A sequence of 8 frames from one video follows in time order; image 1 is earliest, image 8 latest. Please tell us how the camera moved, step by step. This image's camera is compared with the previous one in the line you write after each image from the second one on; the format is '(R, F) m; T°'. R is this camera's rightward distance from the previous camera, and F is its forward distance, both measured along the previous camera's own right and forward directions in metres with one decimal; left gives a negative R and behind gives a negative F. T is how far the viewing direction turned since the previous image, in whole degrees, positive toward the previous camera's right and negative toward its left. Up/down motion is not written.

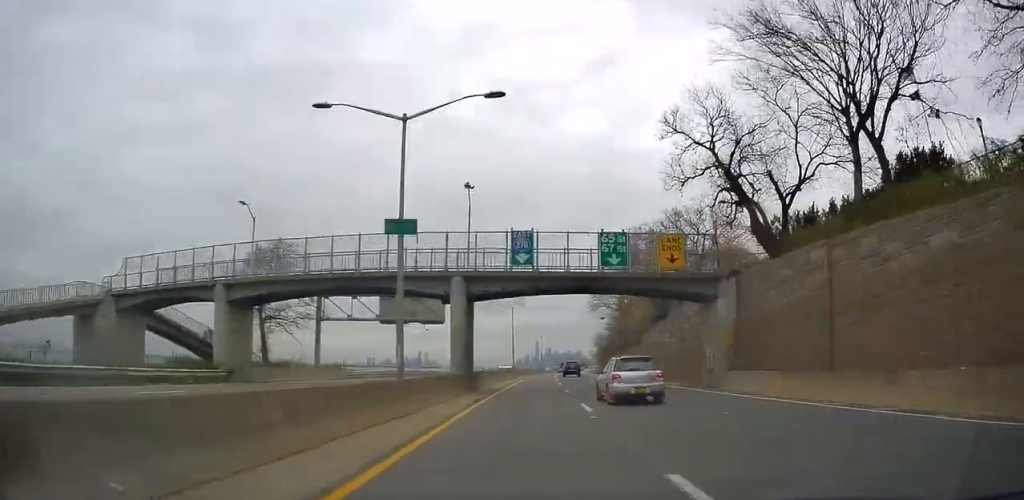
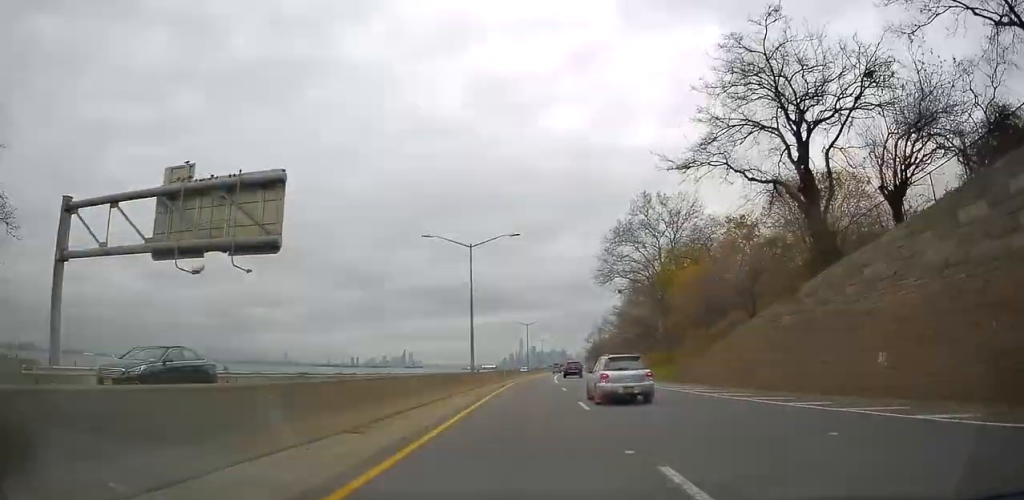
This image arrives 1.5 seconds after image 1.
(+0.4, +36.6) m; +2°
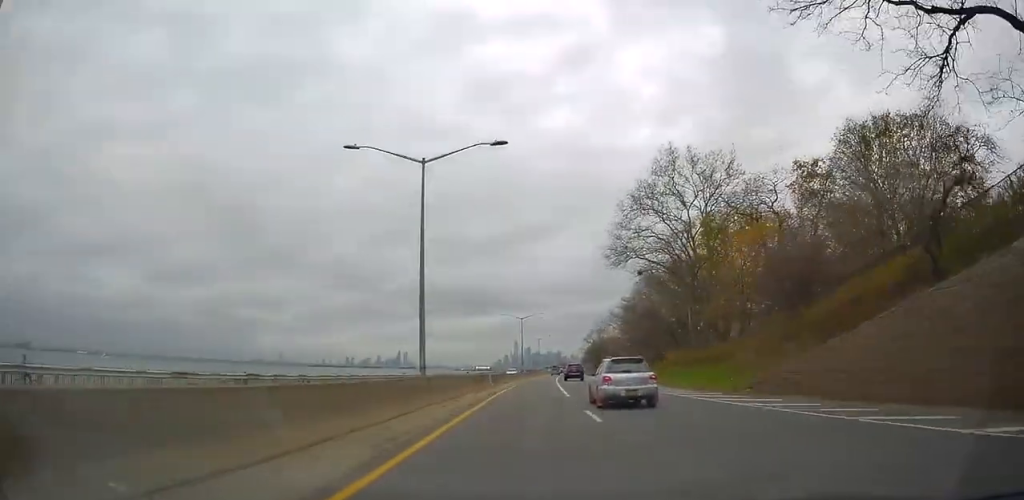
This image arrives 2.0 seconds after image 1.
(+0.2, +15.1) m; +1°
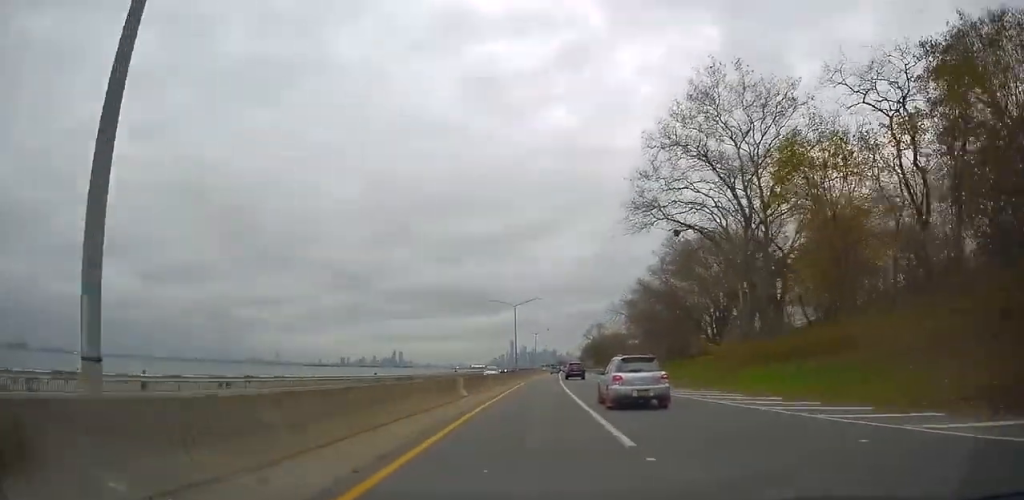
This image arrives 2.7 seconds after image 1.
(+0.1, +15.6) m; +1°
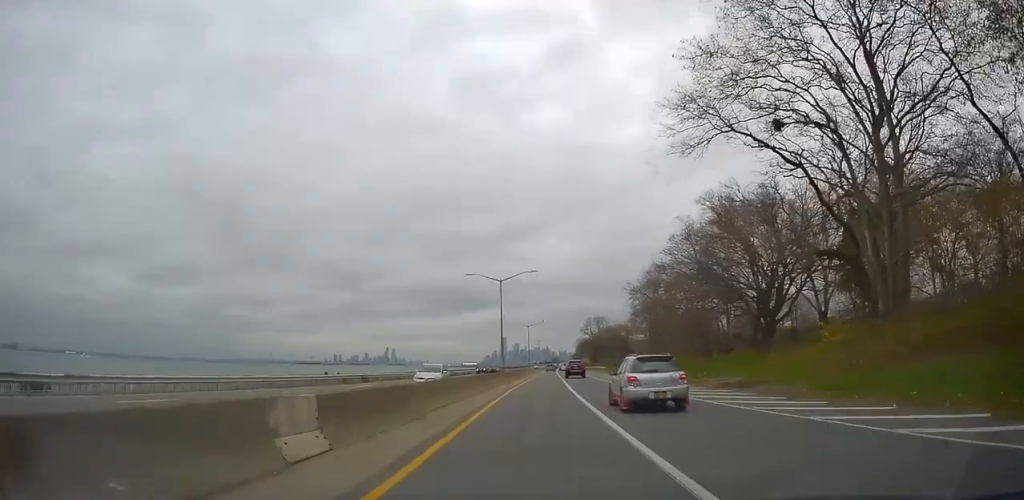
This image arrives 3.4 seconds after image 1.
(-0.1, +18.1) m; +1°
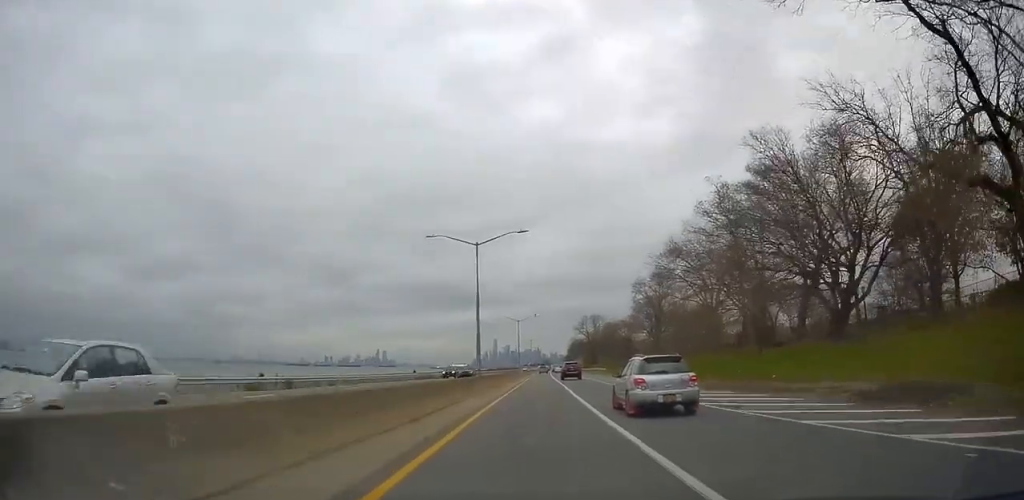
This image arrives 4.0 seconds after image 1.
(+0.5, +14.8) m; +1°
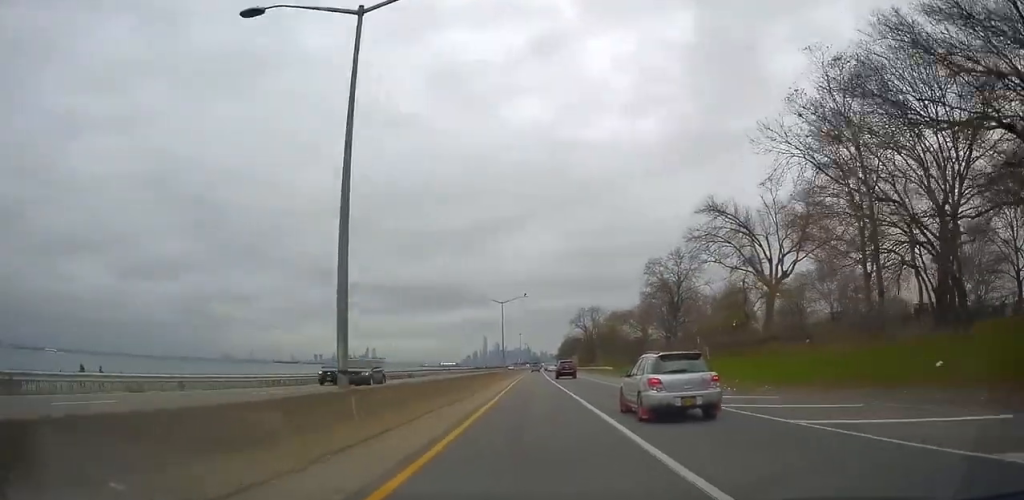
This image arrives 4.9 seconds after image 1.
(0.0, +23.3) m; 0°
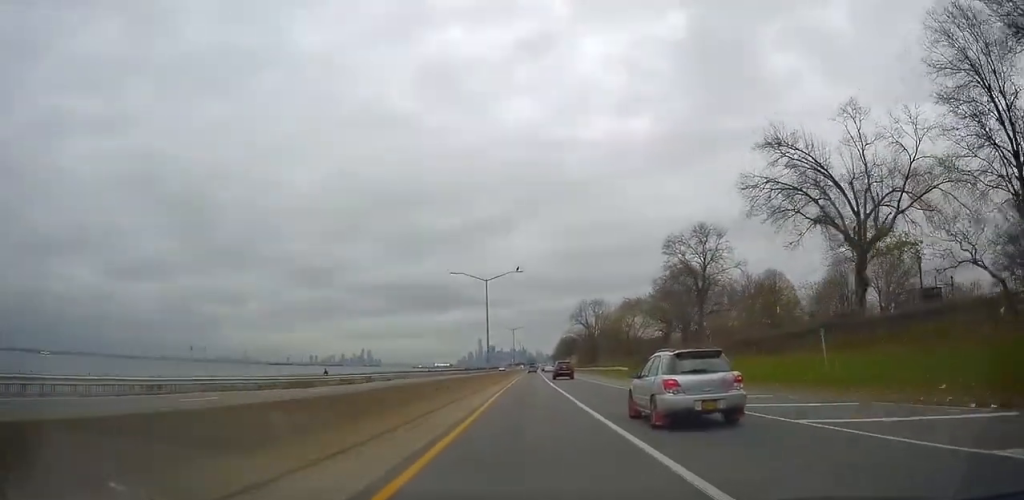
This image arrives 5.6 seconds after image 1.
(-0.1, +17.8) m; +1°
